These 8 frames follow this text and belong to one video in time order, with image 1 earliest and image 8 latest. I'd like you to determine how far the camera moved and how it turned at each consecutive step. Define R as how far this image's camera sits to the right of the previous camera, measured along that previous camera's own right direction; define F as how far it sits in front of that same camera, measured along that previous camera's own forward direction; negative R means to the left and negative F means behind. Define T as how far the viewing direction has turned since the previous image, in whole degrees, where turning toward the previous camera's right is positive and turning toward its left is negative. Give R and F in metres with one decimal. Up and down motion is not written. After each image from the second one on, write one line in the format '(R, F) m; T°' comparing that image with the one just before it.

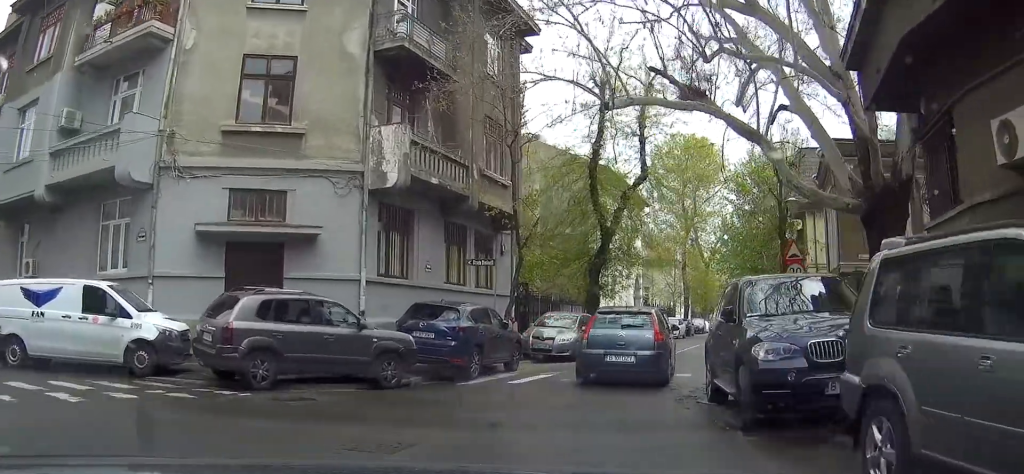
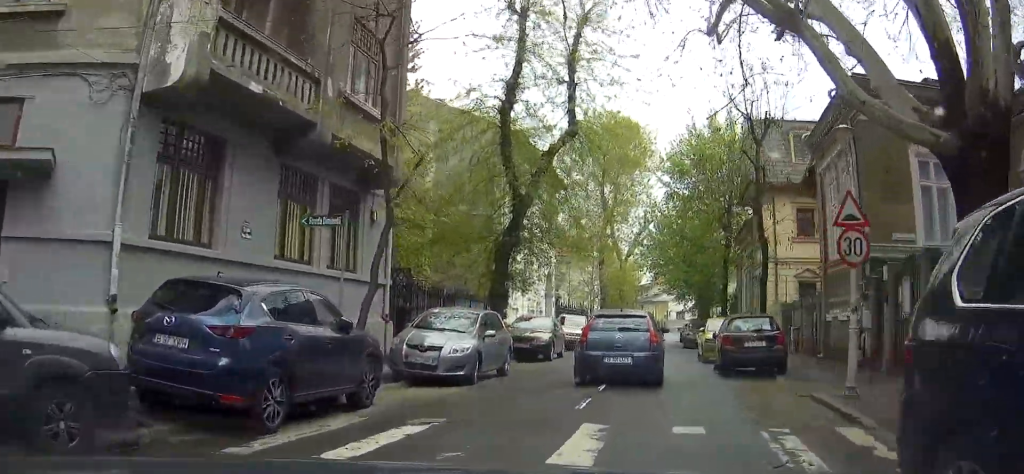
(+0.5, +7.2) m; +10°
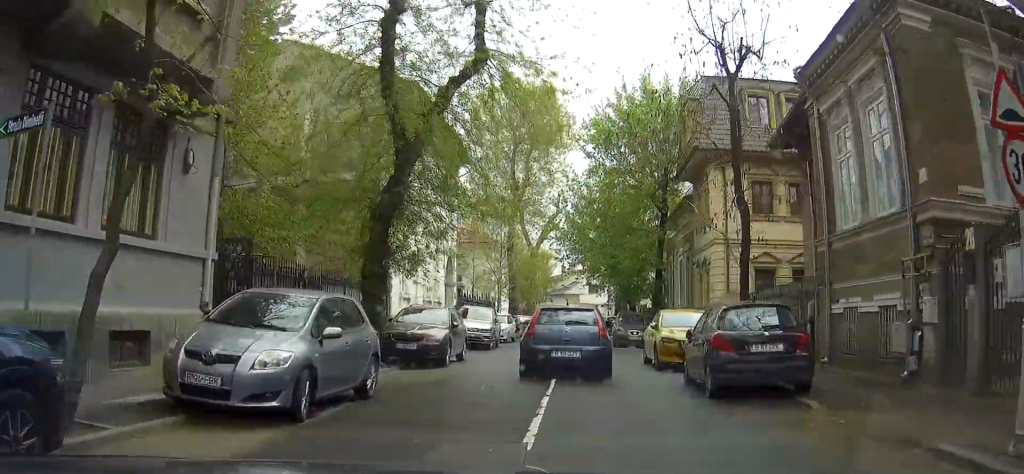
(+0.4, +5.2) m; +6°
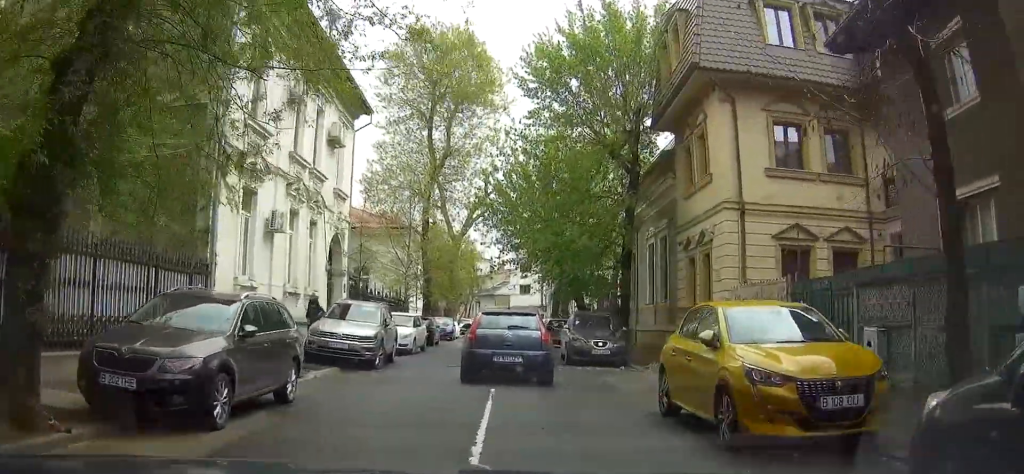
(+0.5, +9.2) m; +6°
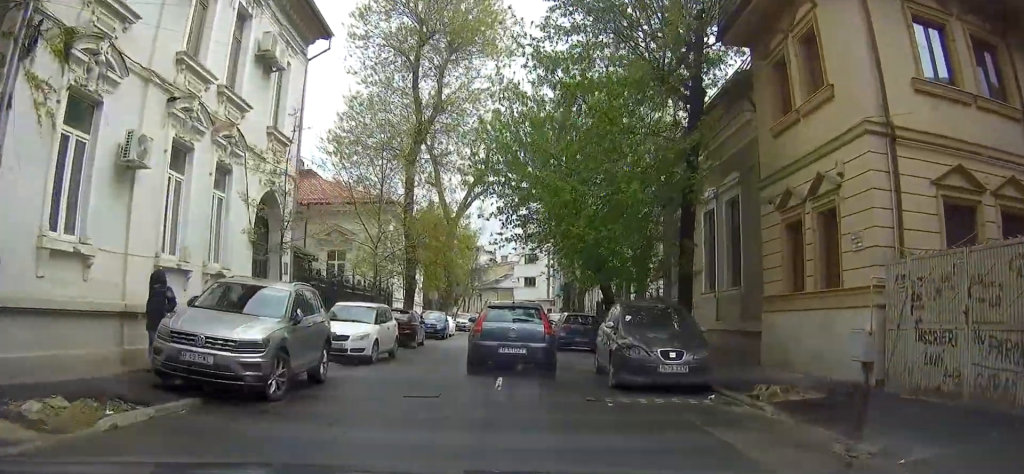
(+0.3, +8.0) m; 0°
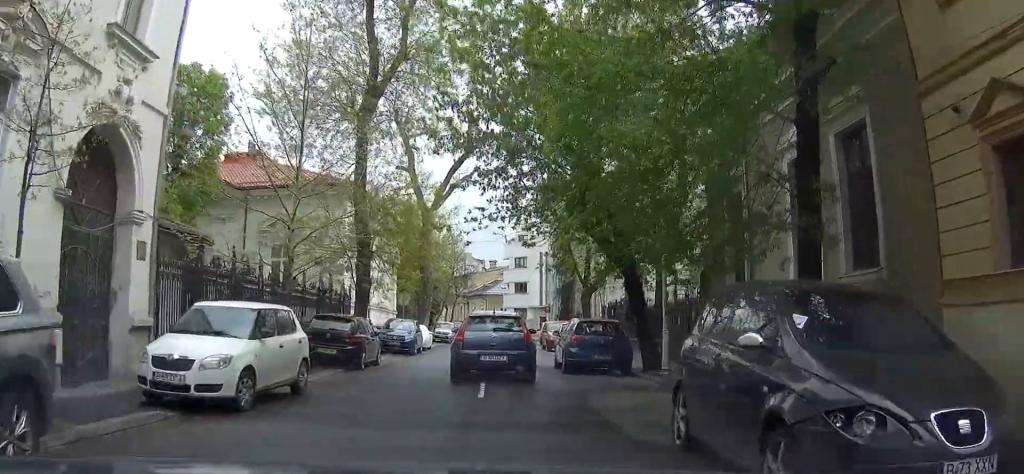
(-0.2, +8.2) m; +1°
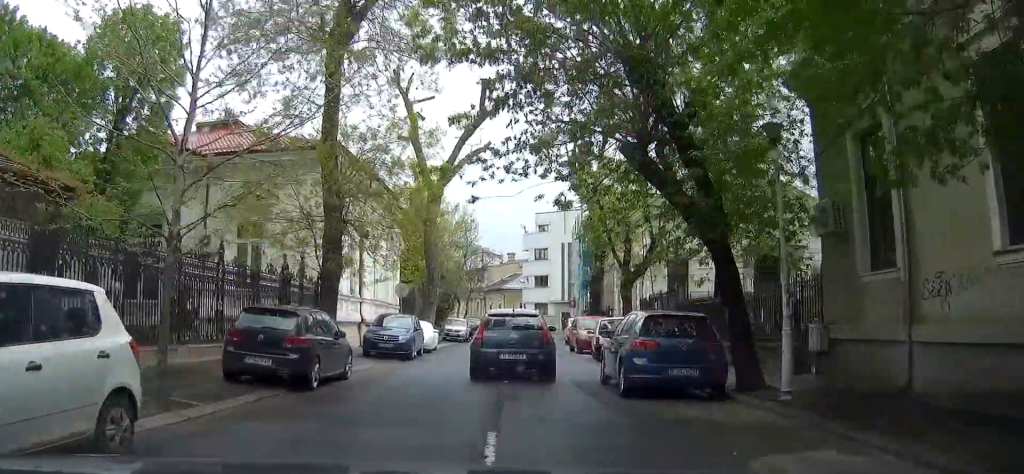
(+0.1, +6.4) m; +2°
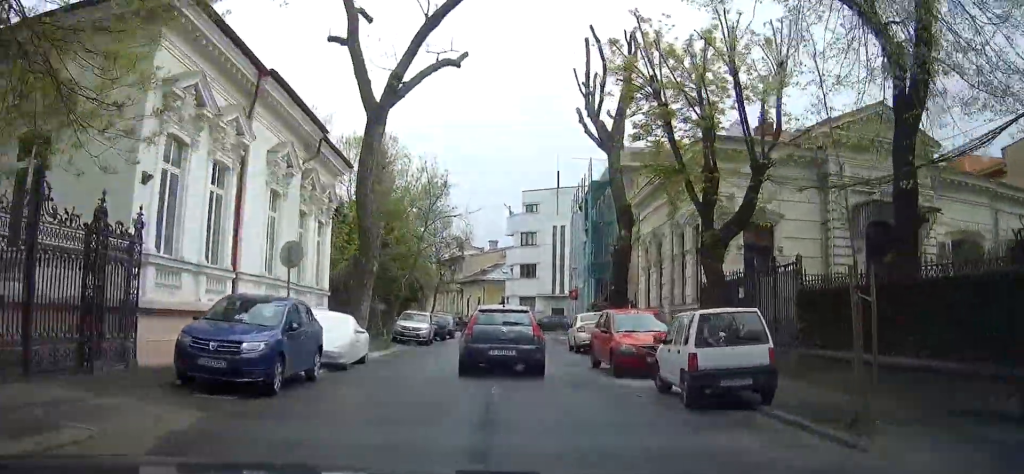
(+0.4, +13.4) m; -1°
